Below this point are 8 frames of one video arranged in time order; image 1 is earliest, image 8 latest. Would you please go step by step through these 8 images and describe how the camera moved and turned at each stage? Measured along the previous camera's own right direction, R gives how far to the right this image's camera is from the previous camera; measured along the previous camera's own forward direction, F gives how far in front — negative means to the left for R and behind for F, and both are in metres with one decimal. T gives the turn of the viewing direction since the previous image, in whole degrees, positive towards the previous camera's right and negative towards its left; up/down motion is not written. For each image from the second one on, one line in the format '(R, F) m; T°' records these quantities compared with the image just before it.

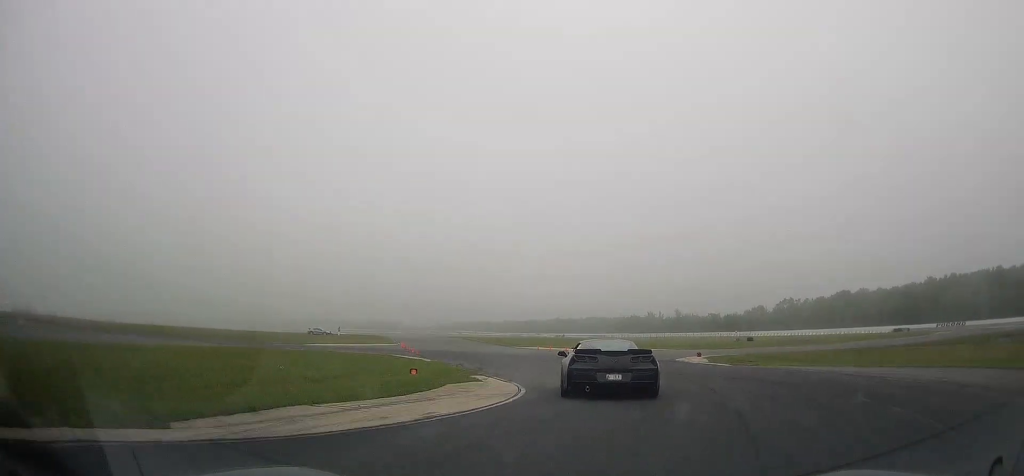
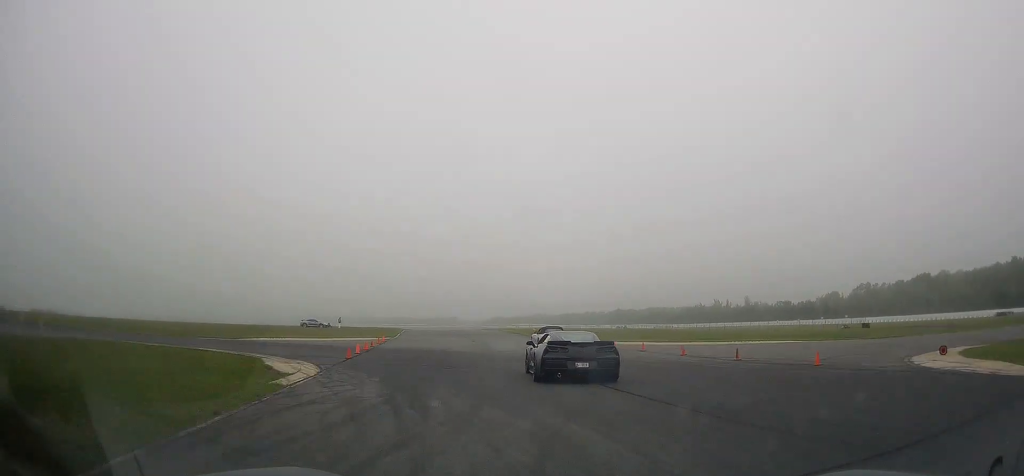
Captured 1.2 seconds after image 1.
(+0.4, +24.0) m; -4°
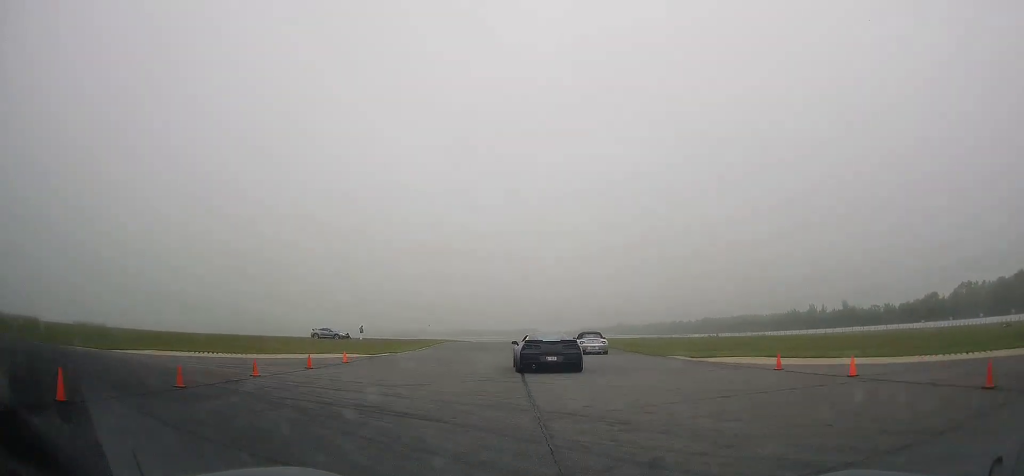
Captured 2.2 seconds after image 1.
(-1.8, +22.0) m; -7°
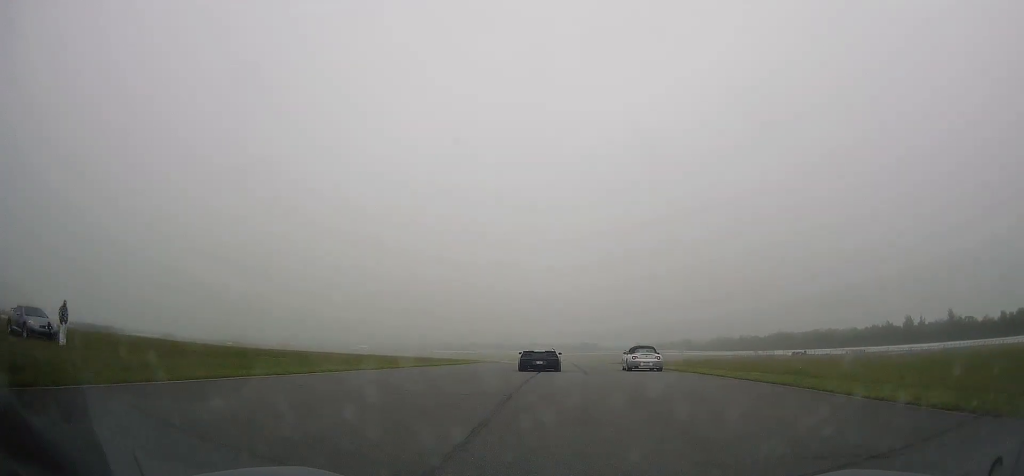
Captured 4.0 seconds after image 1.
(-2.7, +48.1) m; -4°
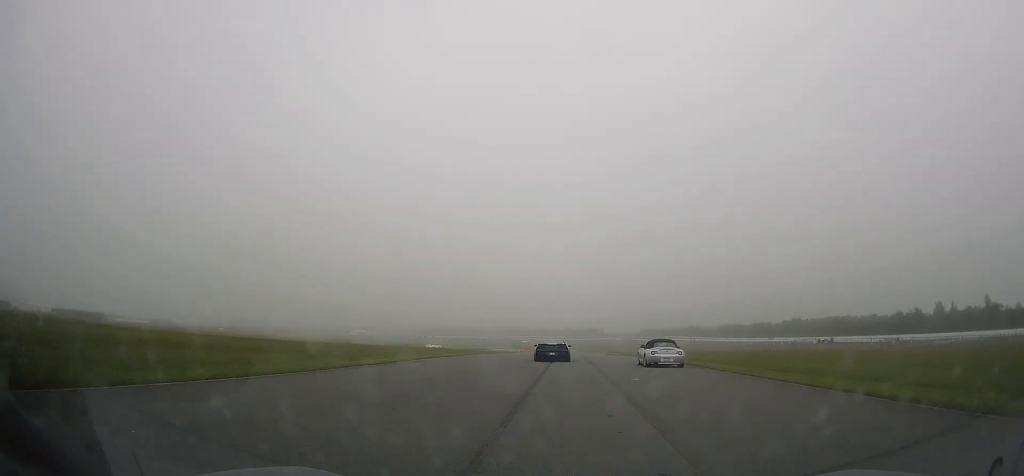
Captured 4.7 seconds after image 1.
(-0.1, +21.0) m; -1°
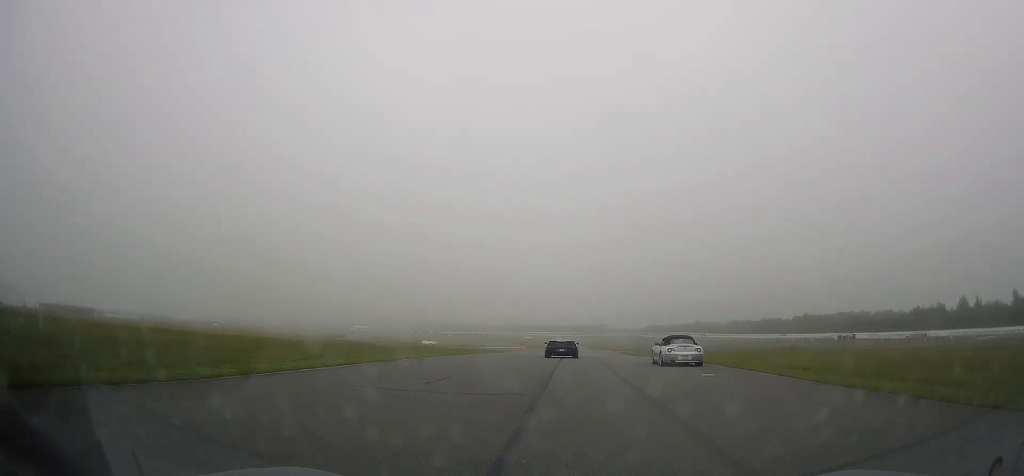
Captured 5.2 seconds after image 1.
(0.0, +14.8) m; 0°
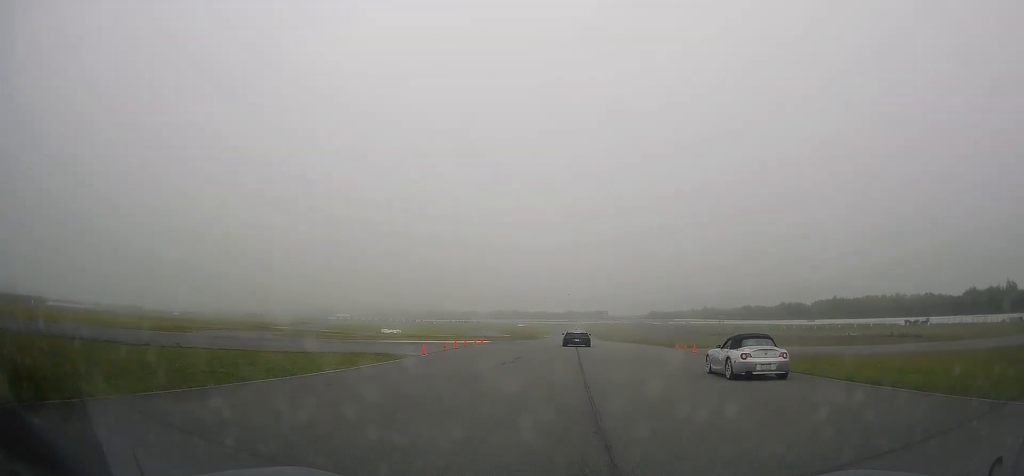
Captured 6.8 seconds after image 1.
(-0.4, +49.6) m; 0°
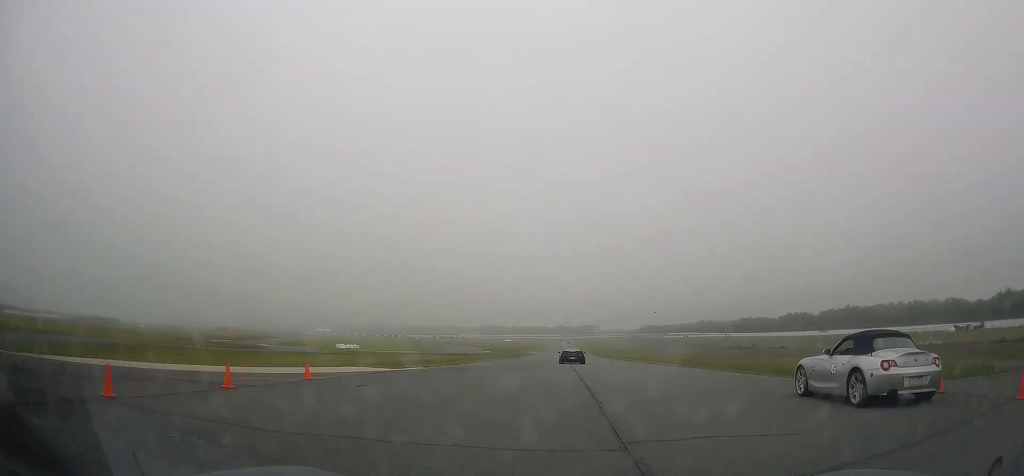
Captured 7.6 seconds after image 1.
(+0.2, +30.1) m; +1°
